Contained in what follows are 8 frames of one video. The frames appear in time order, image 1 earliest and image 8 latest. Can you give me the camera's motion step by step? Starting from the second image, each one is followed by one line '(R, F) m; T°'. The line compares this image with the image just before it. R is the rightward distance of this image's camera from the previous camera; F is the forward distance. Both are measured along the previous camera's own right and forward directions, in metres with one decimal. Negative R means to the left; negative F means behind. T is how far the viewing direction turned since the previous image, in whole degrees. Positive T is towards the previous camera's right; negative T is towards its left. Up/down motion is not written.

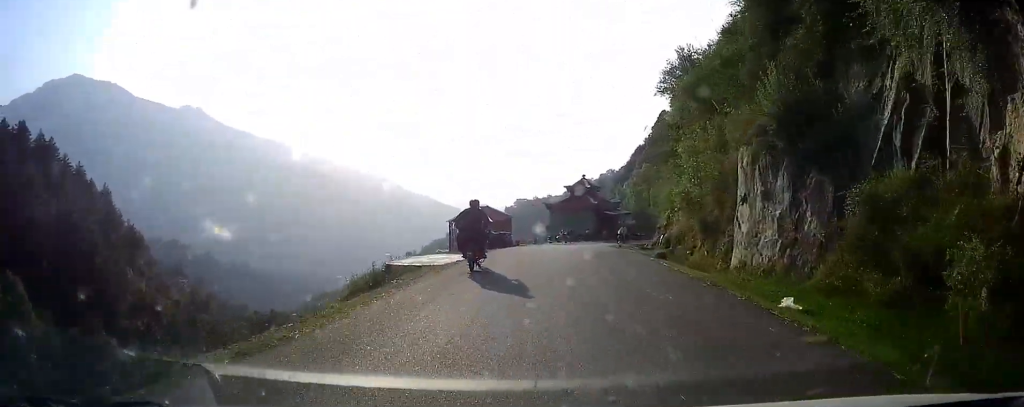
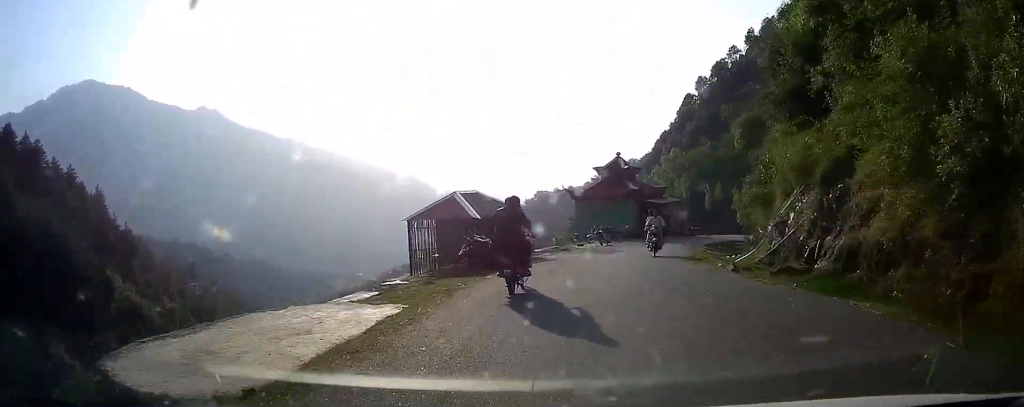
(-1.7, +13.7) m; -6°
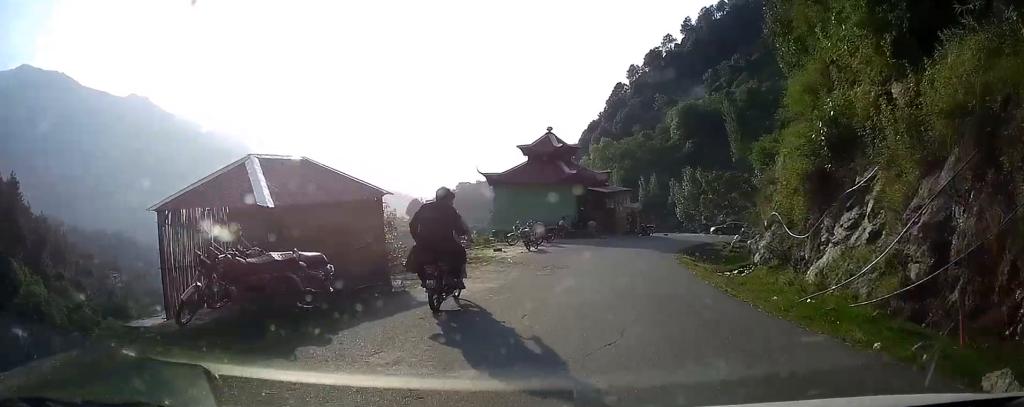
(-0.1, +11.1) m; 0°
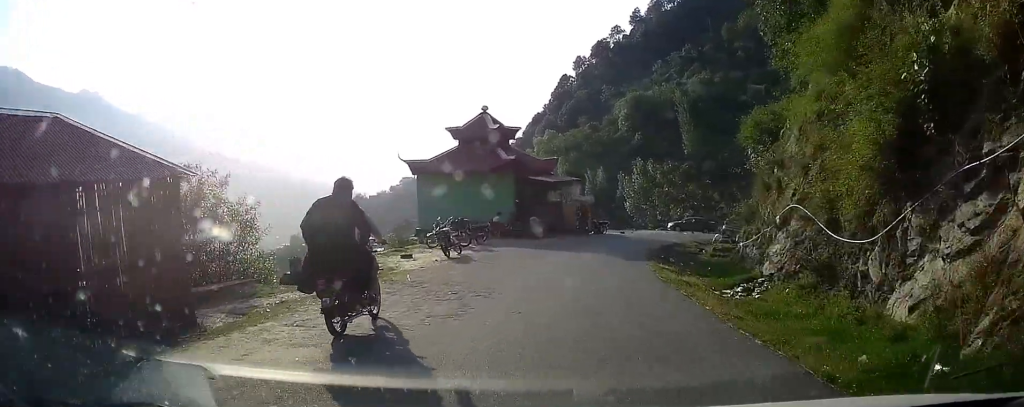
(+0.1, +6.0) m; +4°
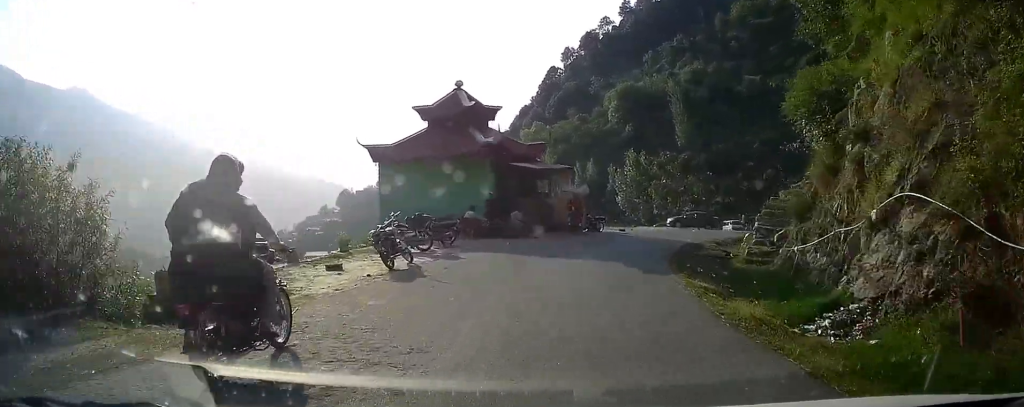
(-0.2, +5.2) m; +4°
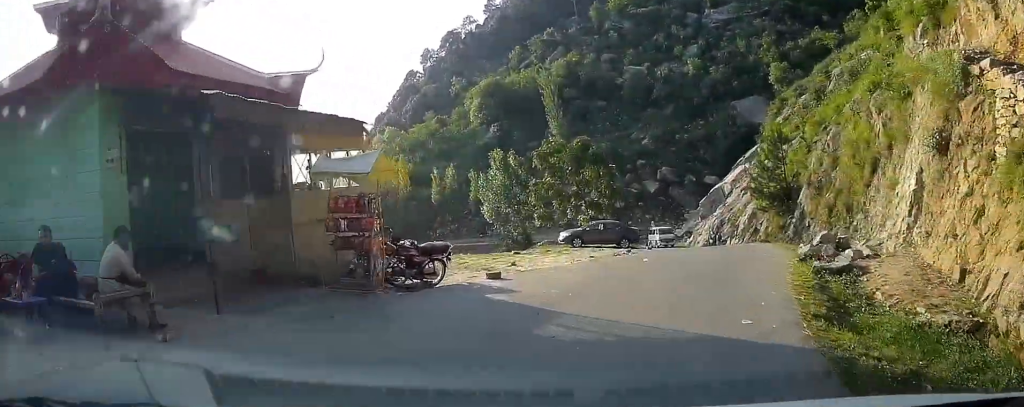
(+3.1, +16.6) m; +19°
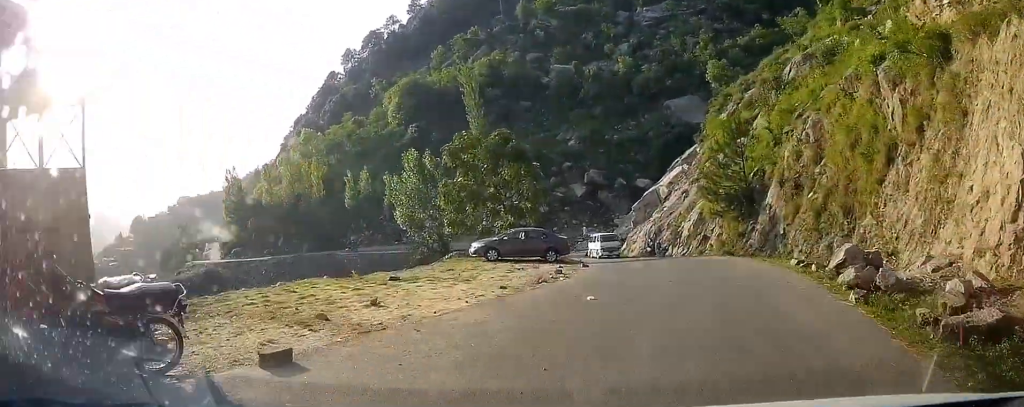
(-0.1, +5.5) m; +6°
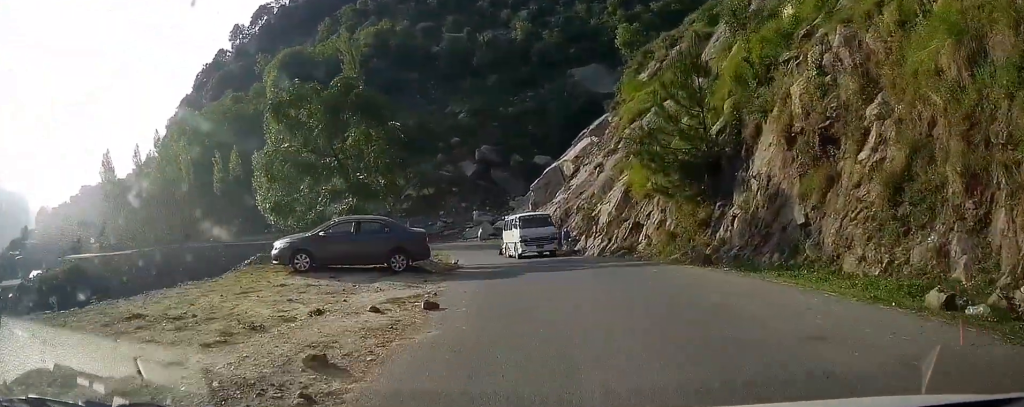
(+1.2, +10.3) m; +7°
